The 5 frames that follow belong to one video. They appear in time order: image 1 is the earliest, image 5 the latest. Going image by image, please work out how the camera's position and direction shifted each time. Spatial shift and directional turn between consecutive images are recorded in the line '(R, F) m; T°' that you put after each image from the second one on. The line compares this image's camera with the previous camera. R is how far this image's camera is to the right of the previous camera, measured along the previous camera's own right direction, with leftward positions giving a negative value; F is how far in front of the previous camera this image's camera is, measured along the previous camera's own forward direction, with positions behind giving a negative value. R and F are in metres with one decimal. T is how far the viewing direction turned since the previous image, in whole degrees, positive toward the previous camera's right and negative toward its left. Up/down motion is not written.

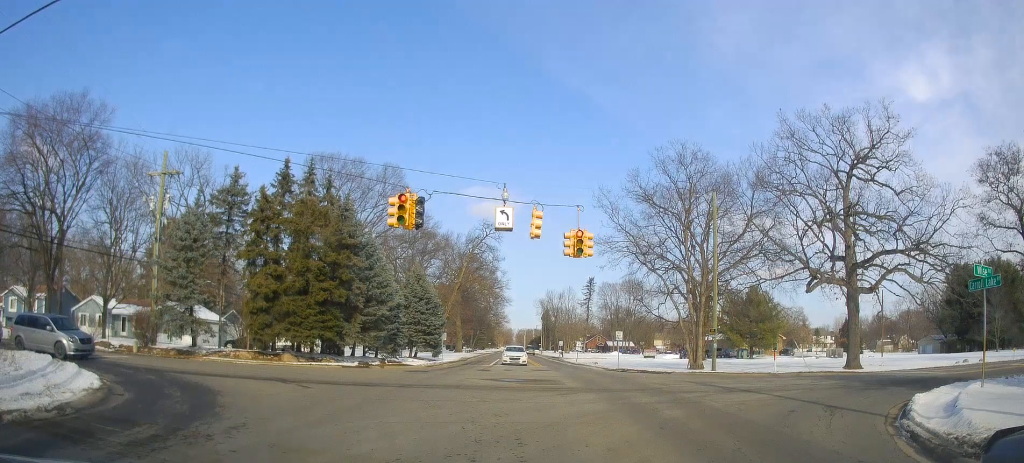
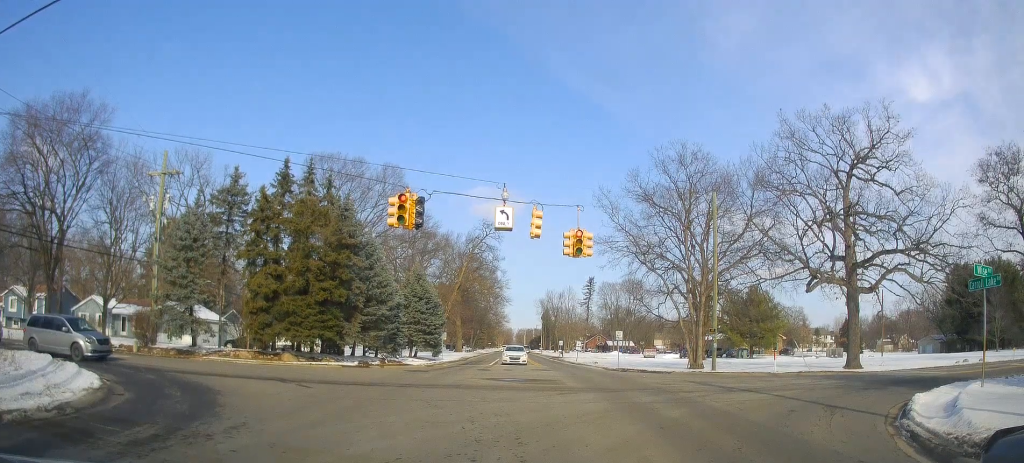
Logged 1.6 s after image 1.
(0.0, 0.0) m; 0°
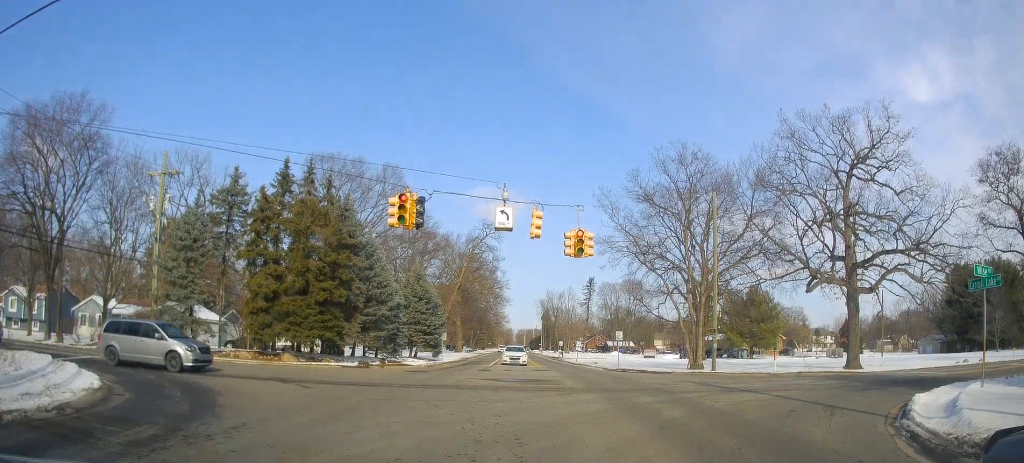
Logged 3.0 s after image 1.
(0.0, 0.0) m; 0°
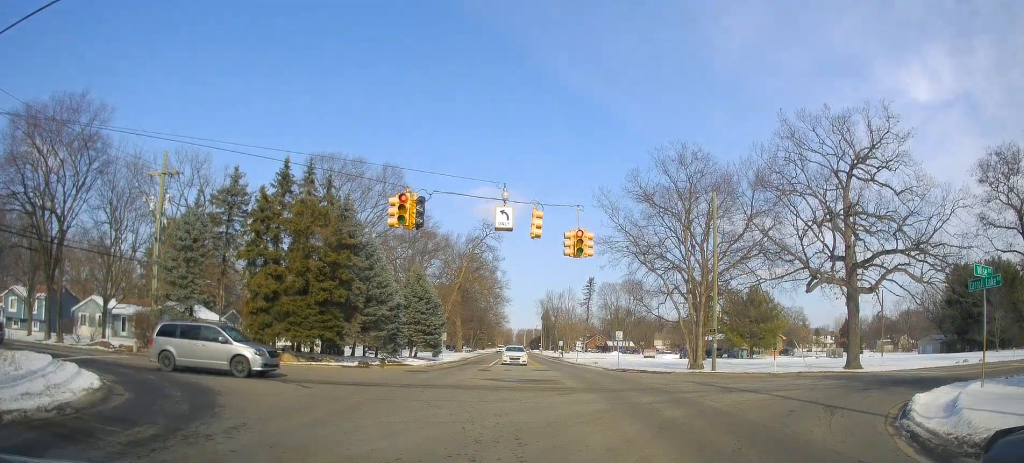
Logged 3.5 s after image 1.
(0.0, 0.0) m; 0°
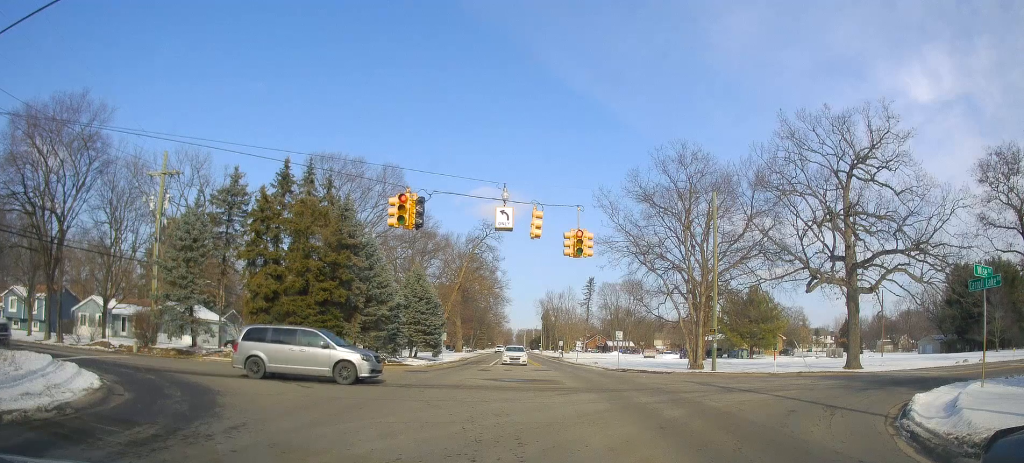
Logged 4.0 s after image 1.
(0.0, 0.0) m; 0°
